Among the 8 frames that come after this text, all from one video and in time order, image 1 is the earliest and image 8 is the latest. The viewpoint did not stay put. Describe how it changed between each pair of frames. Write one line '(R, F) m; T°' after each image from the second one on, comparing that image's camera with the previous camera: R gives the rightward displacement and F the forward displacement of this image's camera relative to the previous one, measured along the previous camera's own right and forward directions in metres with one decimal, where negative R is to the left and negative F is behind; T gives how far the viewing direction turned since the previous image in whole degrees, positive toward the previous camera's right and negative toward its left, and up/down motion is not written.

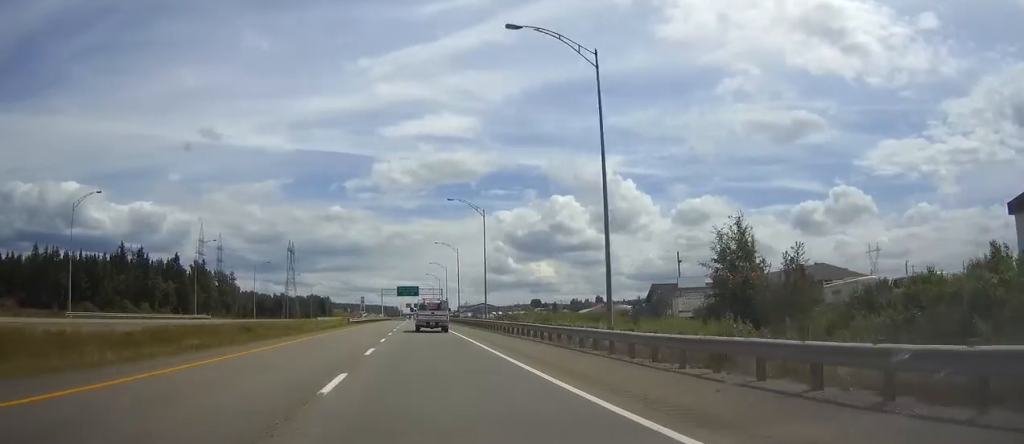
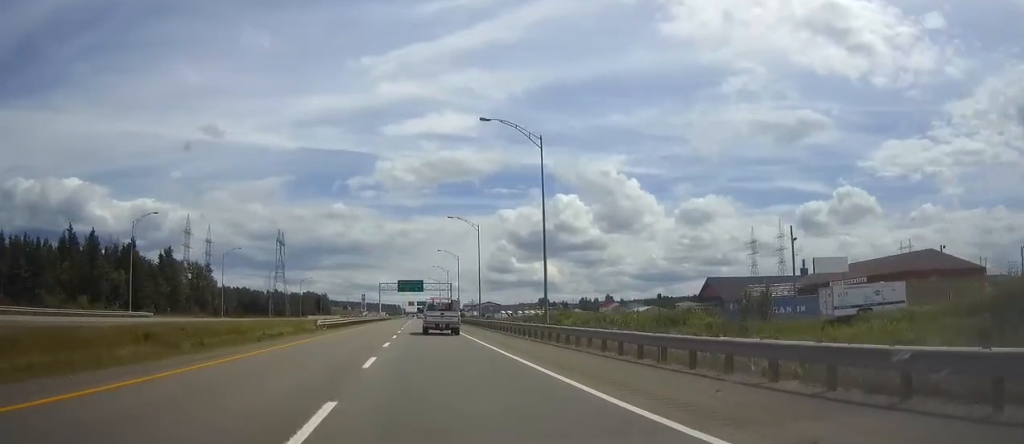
(-0.1, +30.5) m; 0°
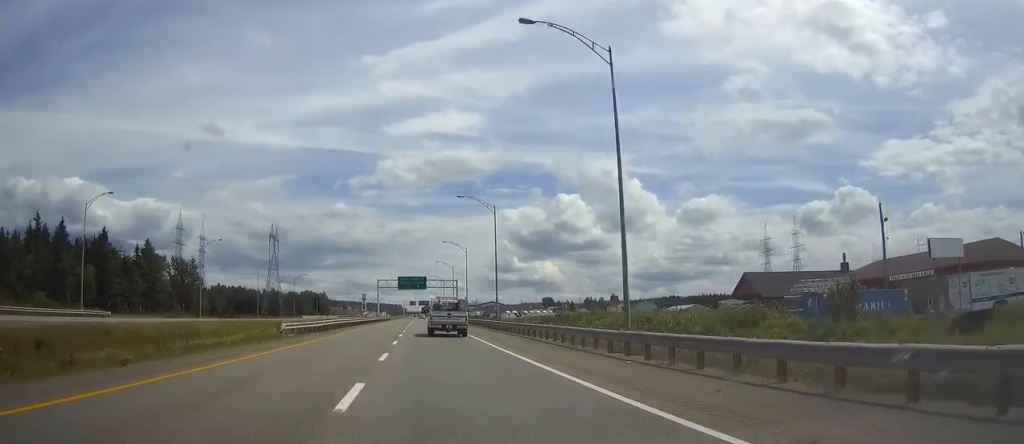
(0.0, +15.2) m; 0°
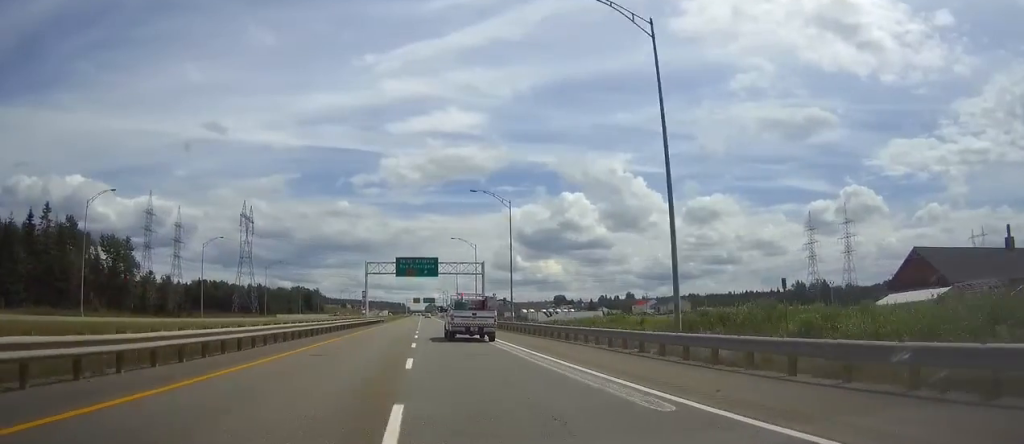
(-0.1, +46.8) m; 0°
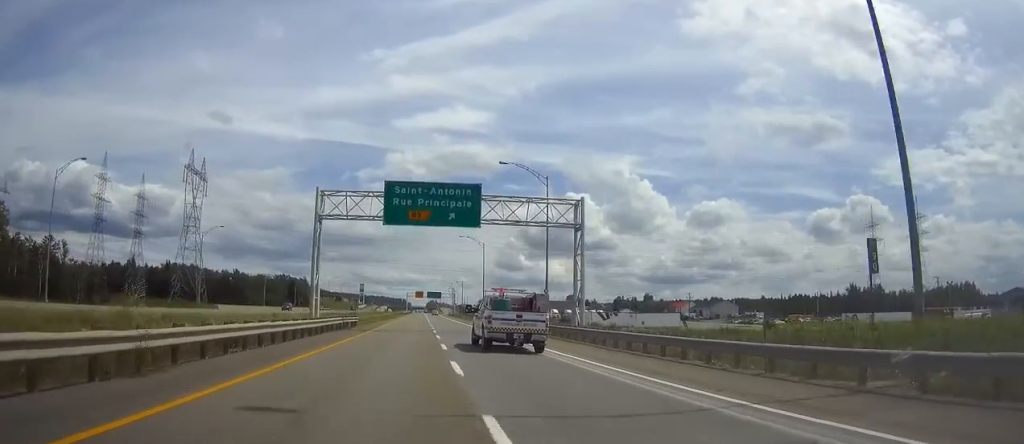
(0.0, +54.3) m; 0°
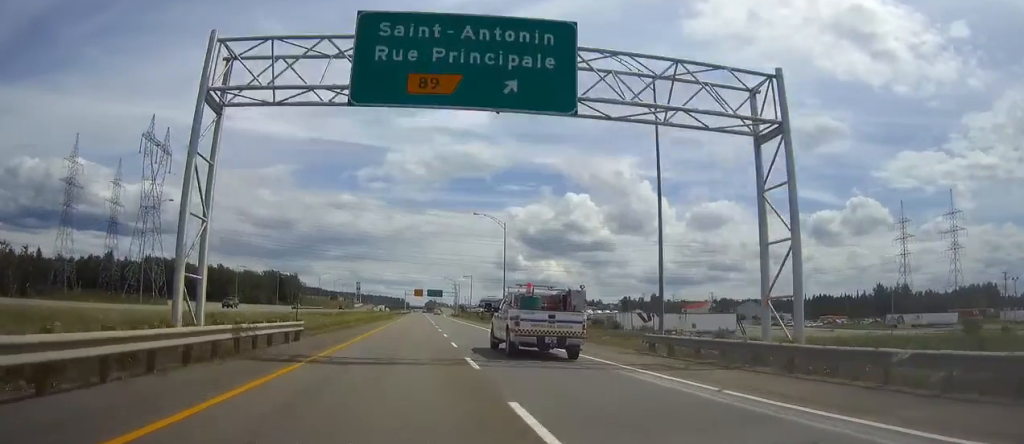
(-0.1, +24.9) m; 0°
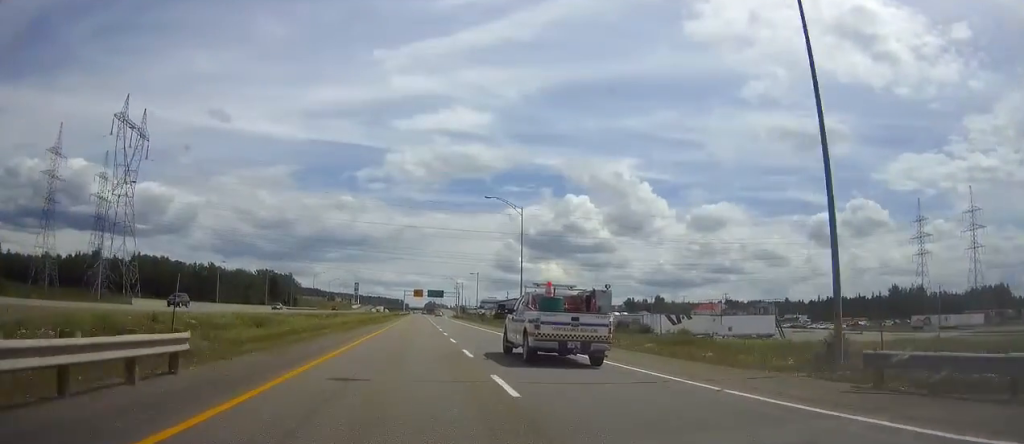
(0.0, +13.0) m; 0°
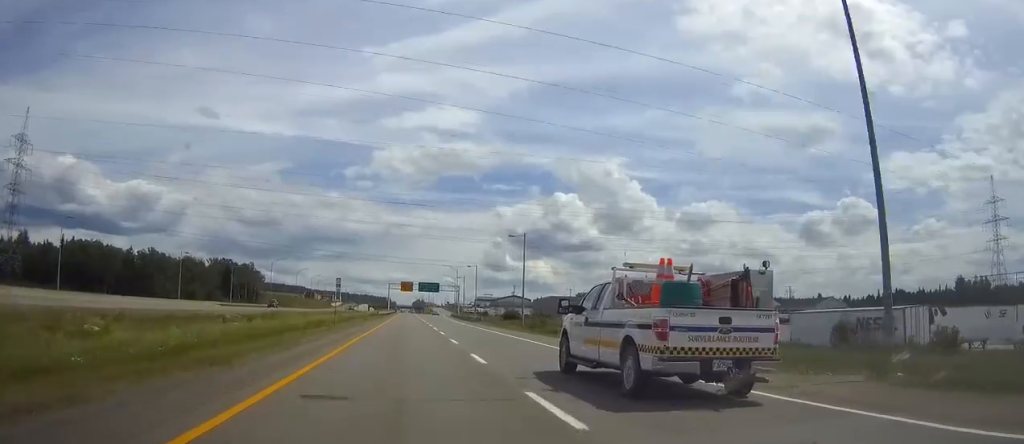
(+0.6, +56.0) m; +1°
